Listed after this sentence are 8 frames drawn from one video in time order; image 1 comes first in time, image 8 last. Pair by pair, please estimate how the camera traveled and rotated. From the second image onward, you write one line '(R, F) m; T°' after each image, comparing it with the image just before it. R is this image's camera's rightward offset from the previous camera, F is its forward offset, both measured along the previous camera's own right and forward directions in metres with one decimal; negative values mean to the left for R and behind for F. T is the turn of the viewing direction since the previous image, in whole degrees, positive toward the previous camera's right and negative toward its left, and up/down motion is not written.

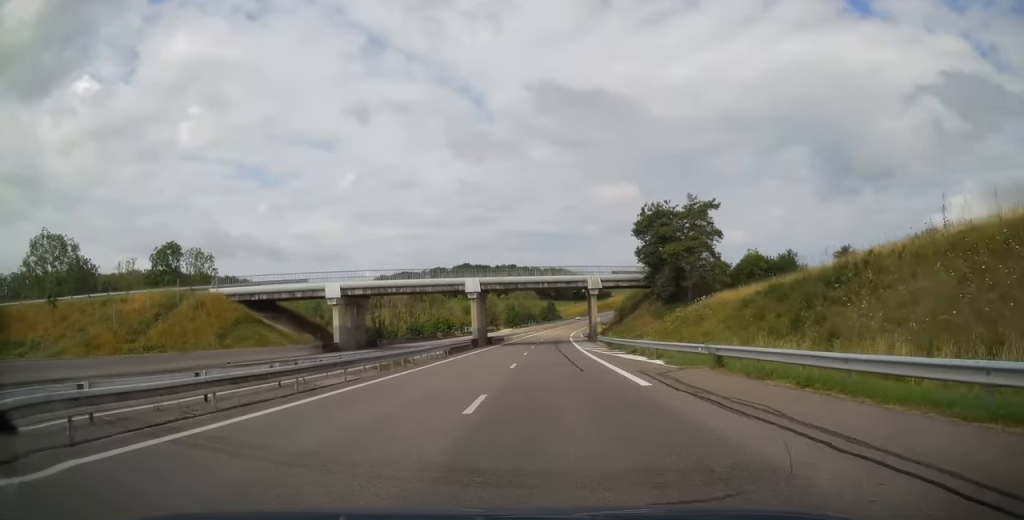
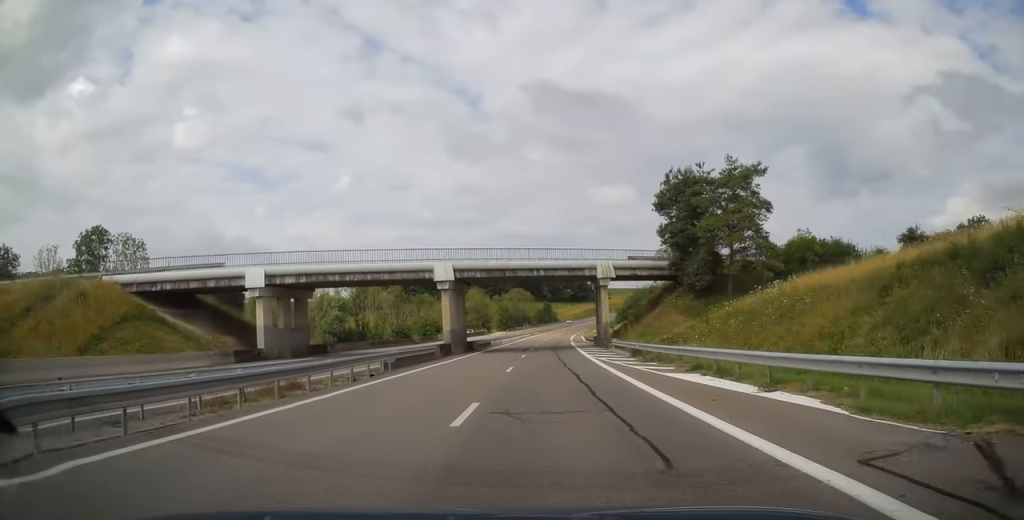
(0.0, +14.2) m; +1°
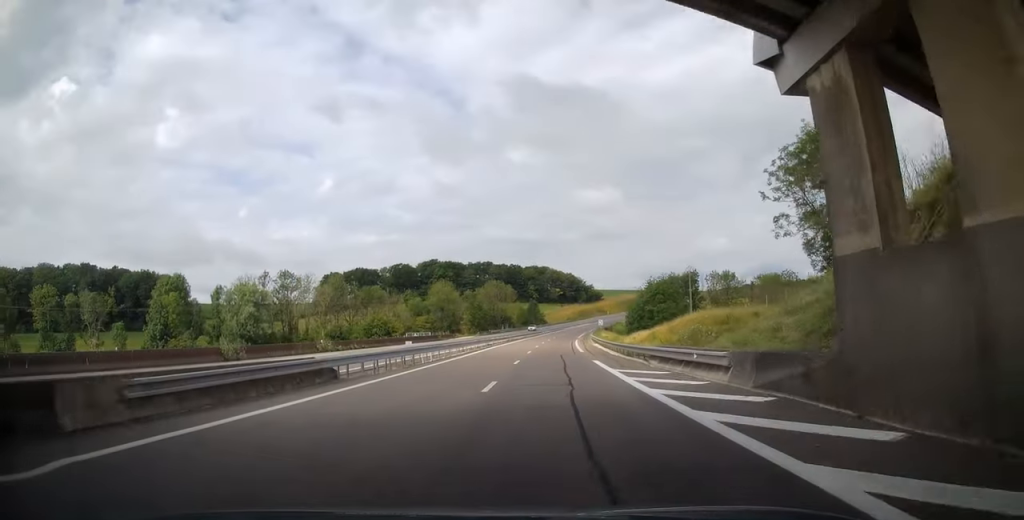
(+1.2, +46.6) m; +2°
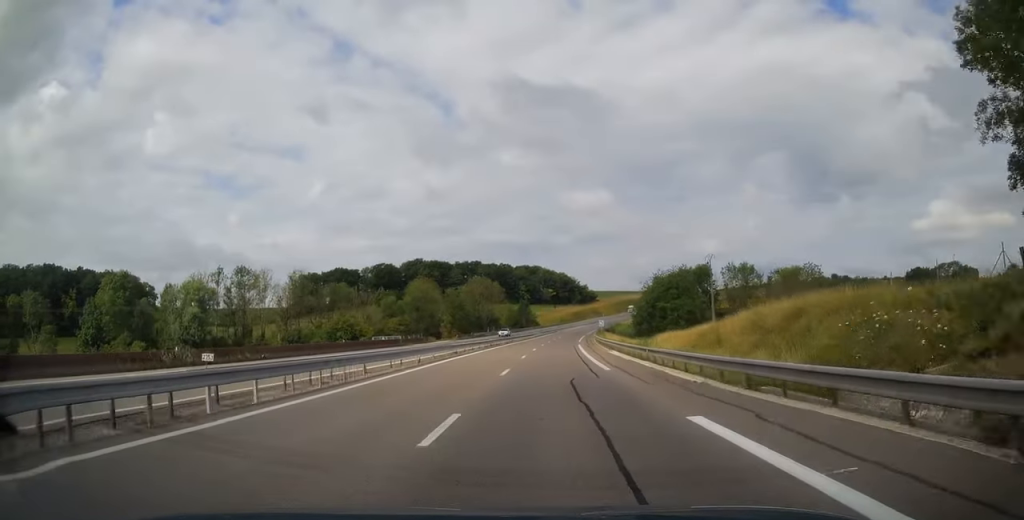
(+0.1, +20.1) m; +1°
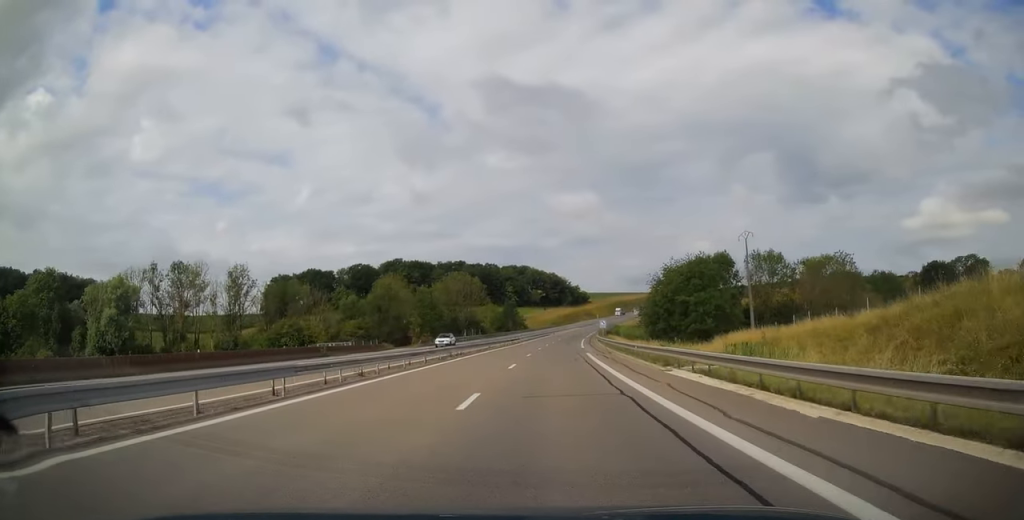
(0.0, +22.5) m; +1°
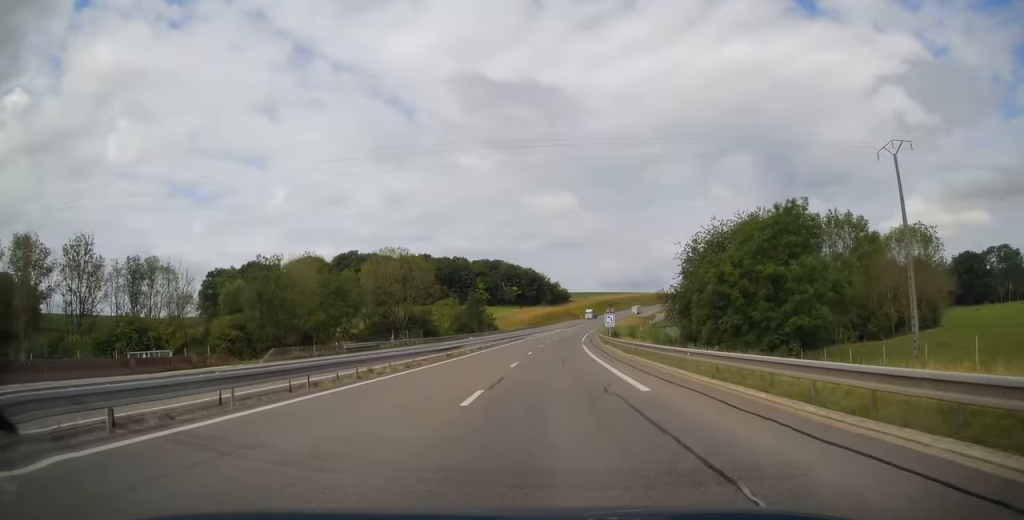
(+1.2, +38.3) m; +3°
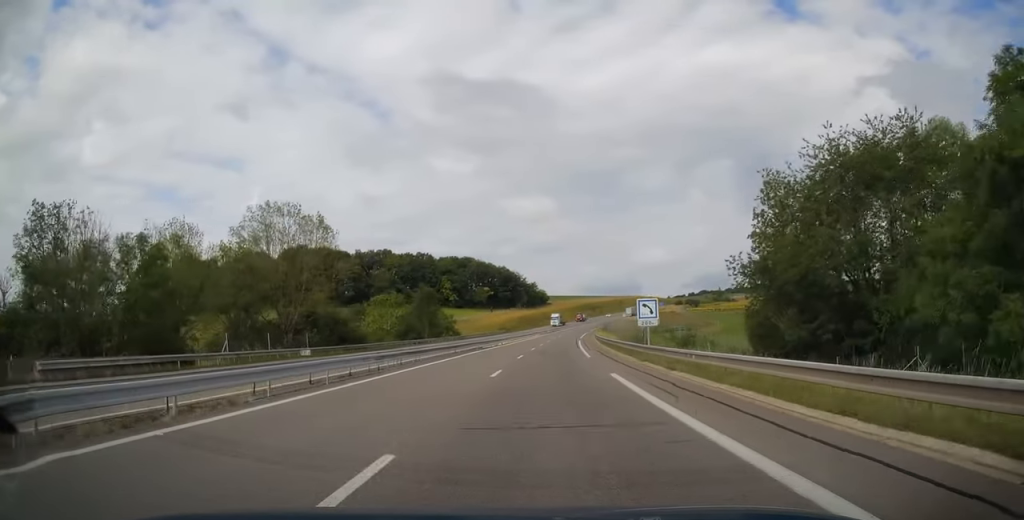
(+0.9, +33.5) m; +2°
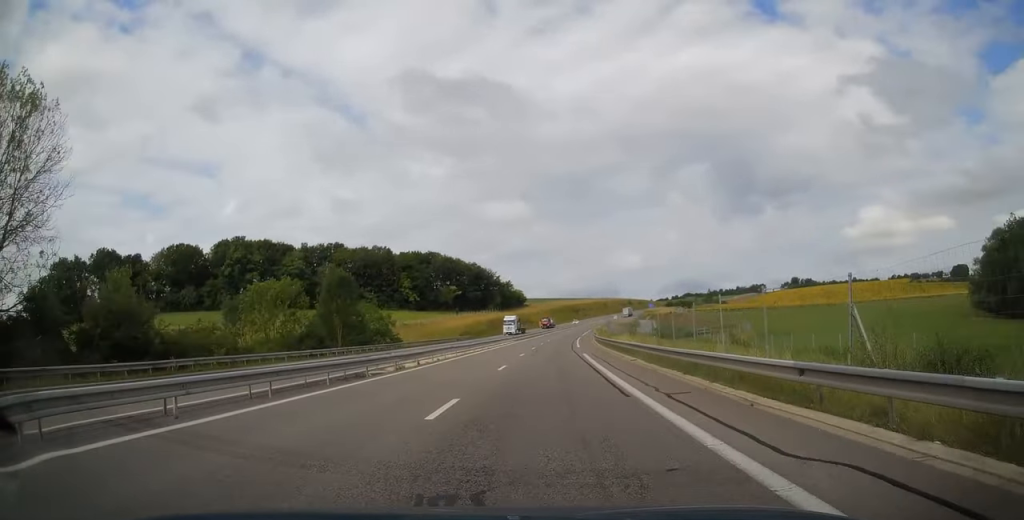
(+0.3, +35.2) m; +2°
